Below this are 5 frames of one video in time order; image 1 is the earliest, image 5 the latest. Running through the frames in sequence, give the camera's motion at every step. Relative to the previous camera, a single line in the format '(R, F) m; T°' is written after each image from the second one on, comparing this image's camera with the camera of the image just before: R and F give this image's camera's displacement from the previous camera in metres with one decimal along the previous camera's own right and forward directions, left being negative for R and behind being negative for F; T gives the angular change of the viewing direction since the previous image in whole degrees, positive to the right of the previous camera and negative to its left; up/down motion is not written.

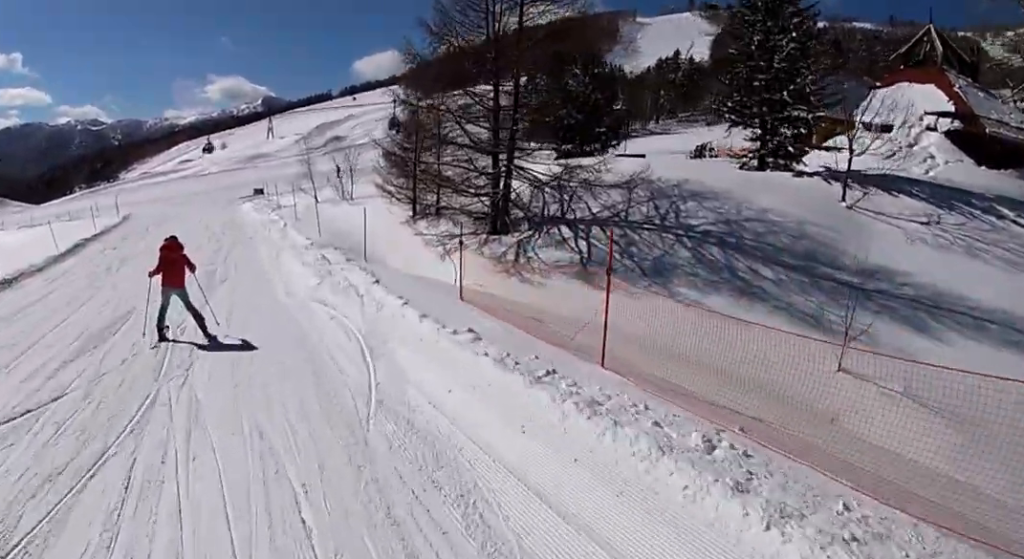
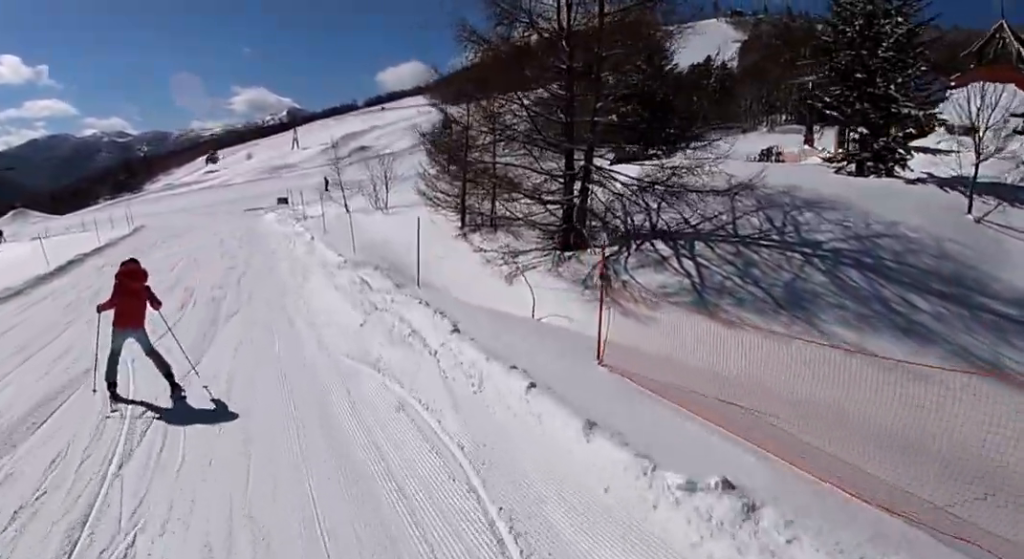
(+0.3, +4.0) m; -3°
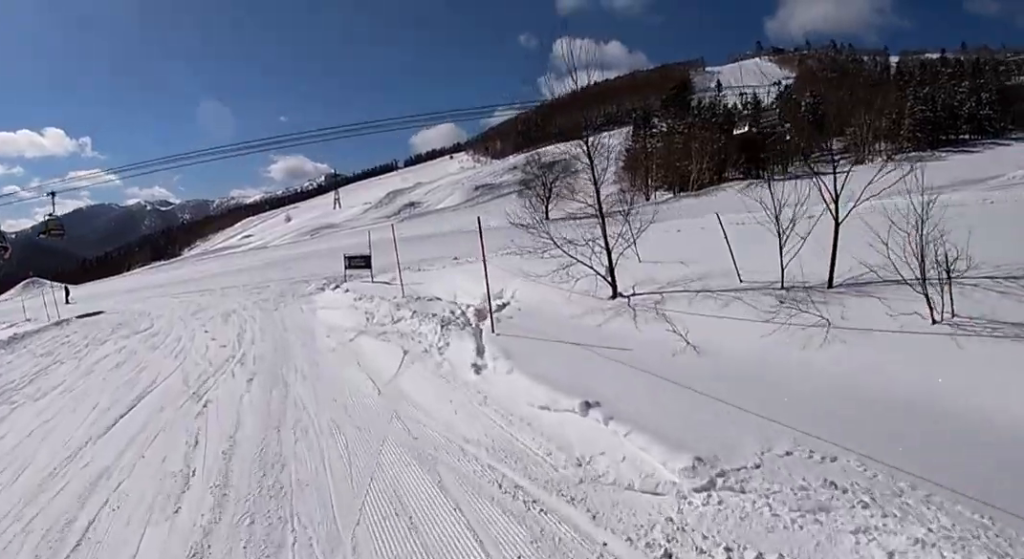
(-2.3, +24.9) m; -3°
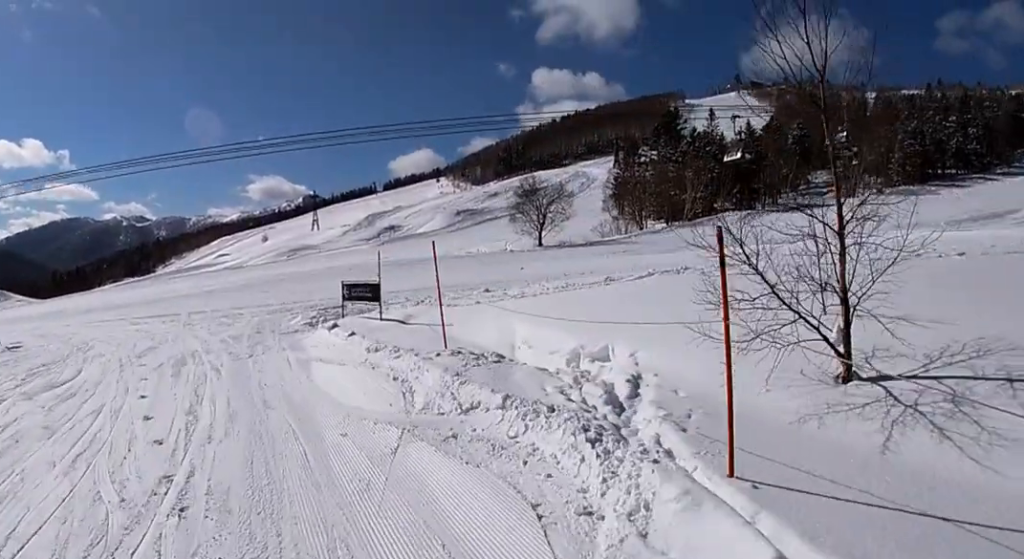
(+0.1, +5.4) m; -2°
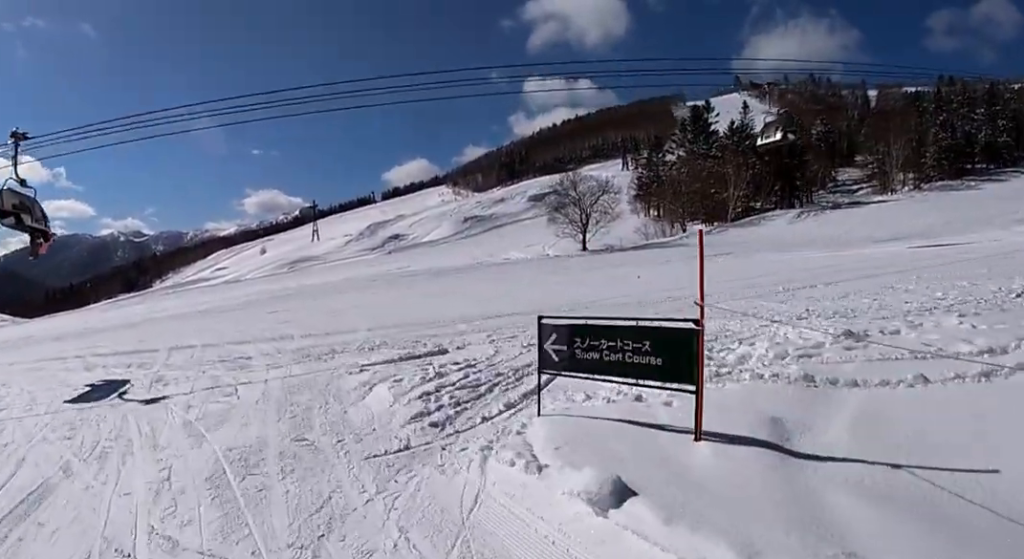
(-1.9, +10.7) m; -8°
